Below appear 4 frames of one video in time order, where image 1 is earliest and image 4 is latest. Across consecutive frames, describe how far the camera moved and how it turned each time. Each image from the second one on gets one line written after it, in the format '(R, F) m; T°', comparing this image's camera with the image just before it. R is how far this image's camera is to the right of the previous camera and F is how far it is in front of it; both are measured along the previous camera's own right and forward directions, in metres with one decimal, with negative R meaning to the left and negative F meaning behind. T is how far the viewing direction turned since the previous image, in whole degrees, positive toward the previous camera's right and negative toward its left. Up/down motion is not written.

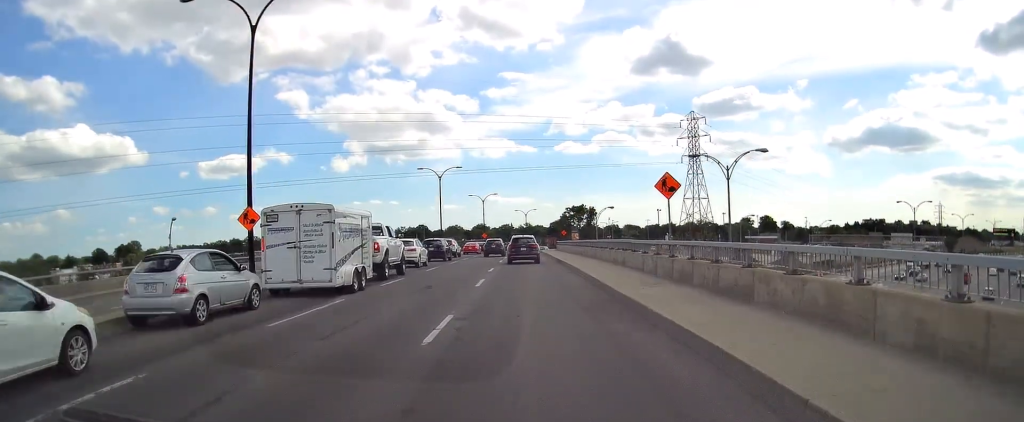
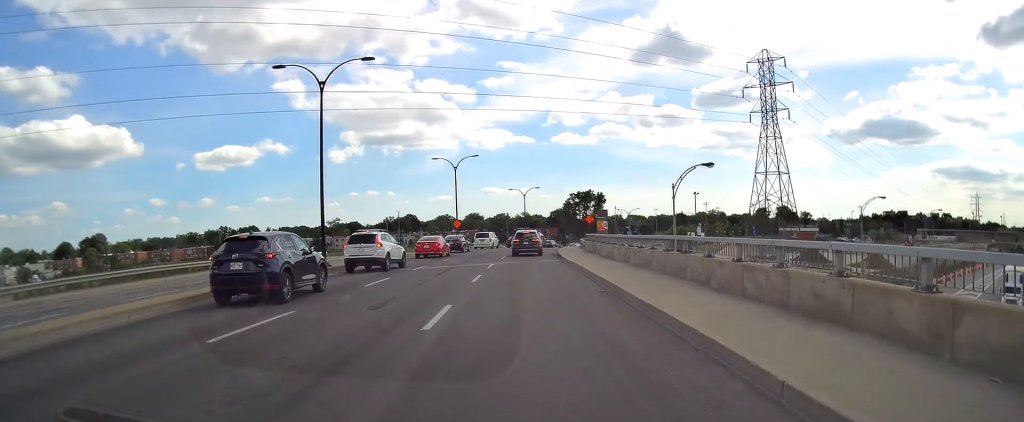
(-1.6, +37.8) m; -3°
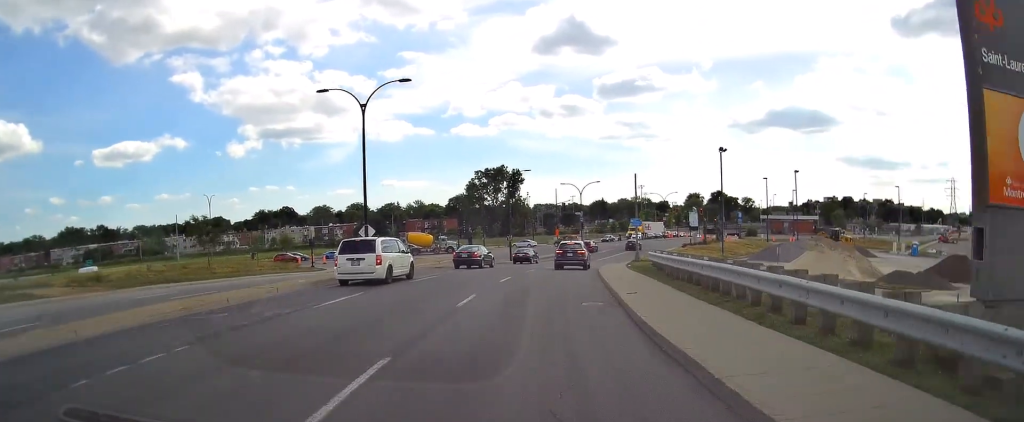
(+2.4, +64.2) m; +8°
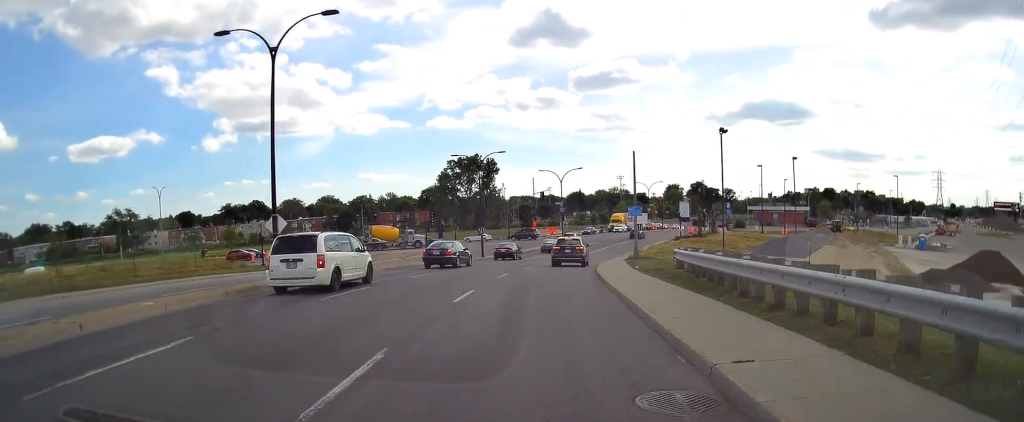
(+0.2, +8.7) m; +2°
